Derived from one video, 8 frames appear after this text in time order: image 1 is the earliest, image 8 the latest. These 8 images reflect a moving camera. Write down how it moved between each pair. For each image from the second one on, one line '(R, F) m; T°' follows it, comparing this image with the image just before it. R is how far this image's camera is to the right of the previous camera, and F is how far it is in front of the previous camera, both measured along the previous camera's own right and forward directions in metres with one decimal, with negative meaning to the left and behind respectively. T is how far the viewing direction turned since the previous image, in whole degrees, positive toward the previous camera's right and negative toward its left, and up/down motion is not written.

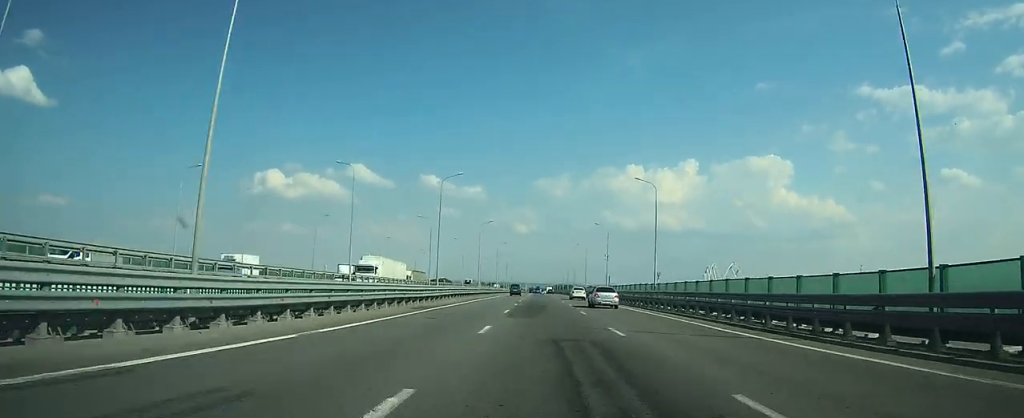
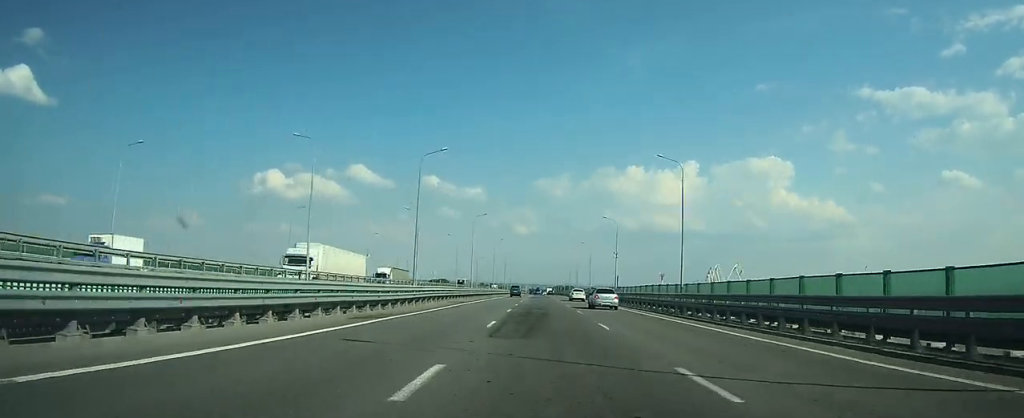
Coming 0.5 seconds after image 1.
(0.0, +9.0) m; 0°
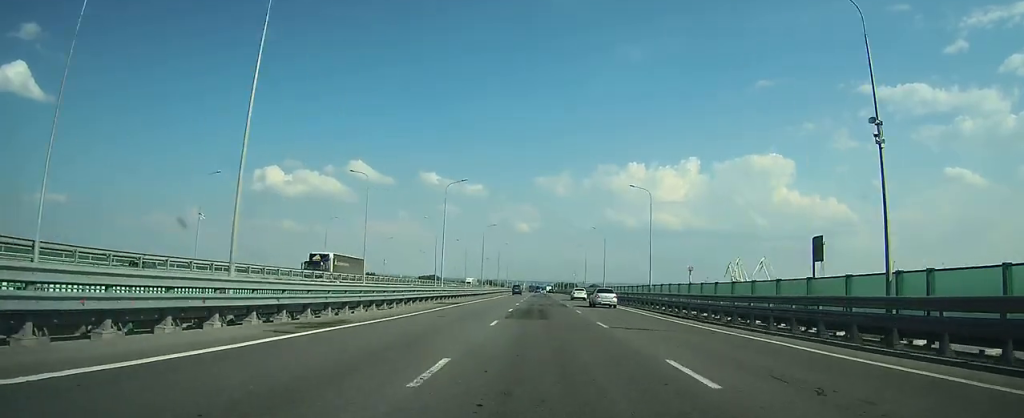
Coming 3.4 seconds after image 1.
(+0.2, +58.0) m; 0°
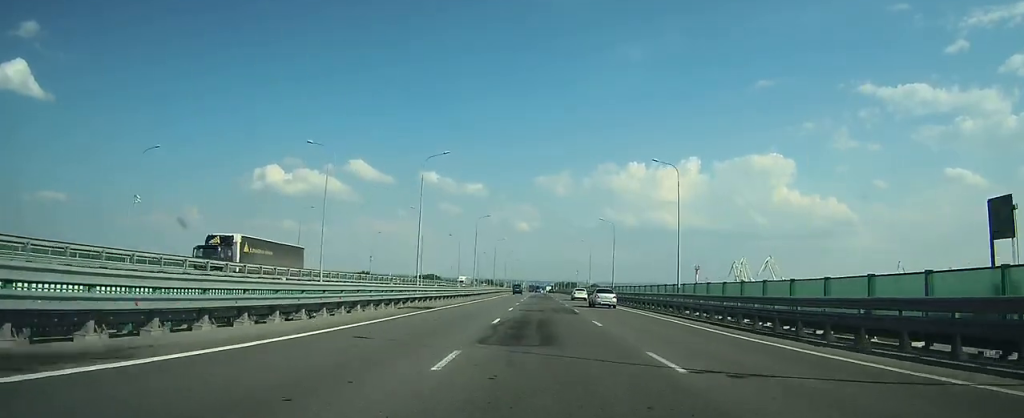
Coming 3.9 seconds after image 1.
(0.0, +10.3) m; 0°
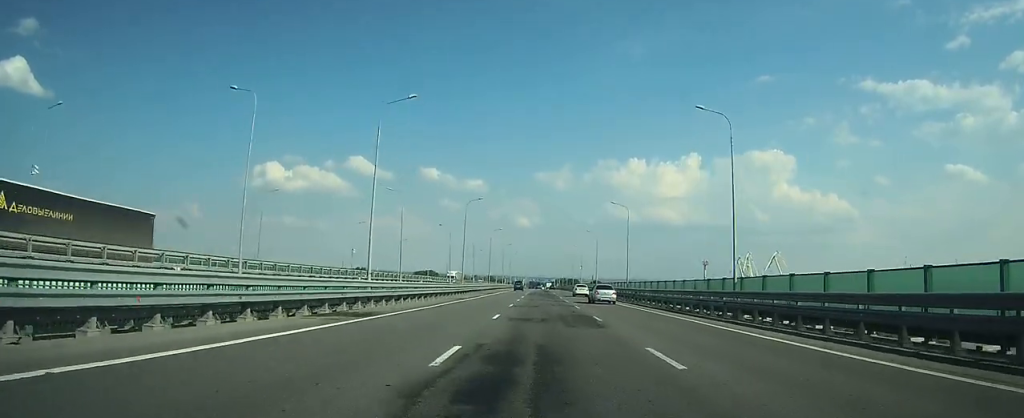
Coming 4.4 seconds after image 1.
(0.0, +11.7) m; 0°
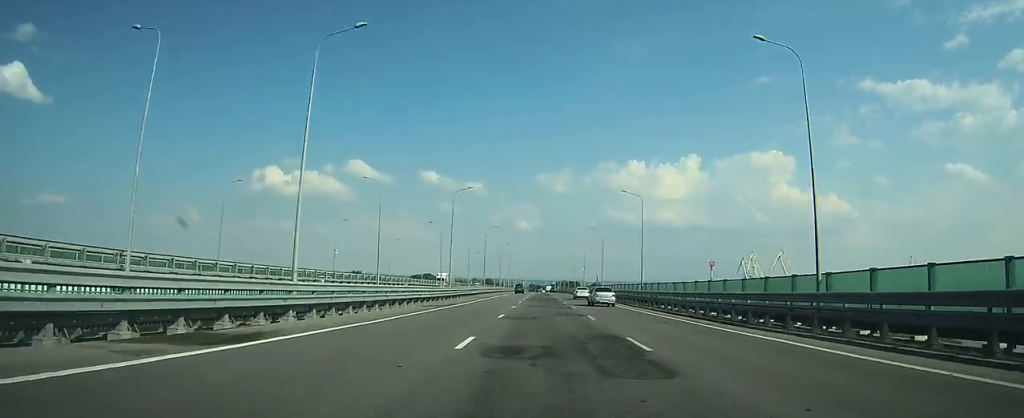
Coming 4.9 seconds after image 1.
(0.0, +9.0) m; 0°
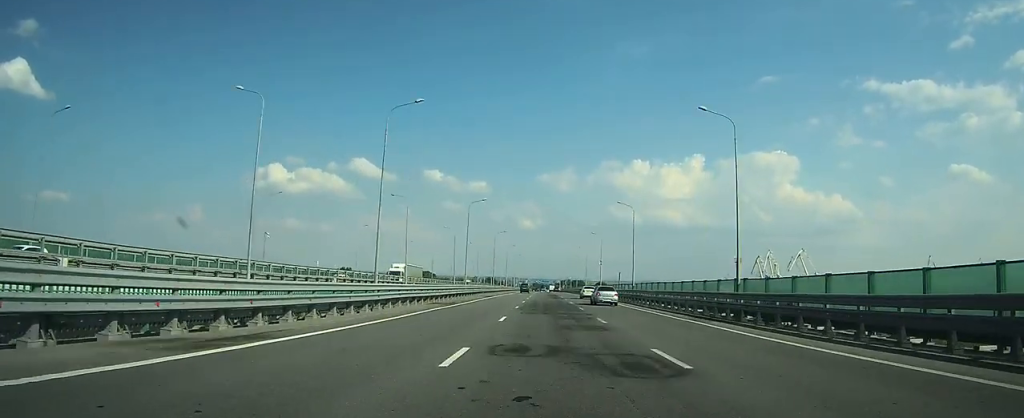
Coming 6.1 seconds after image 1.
(-0.1, +26.0) m; 0°
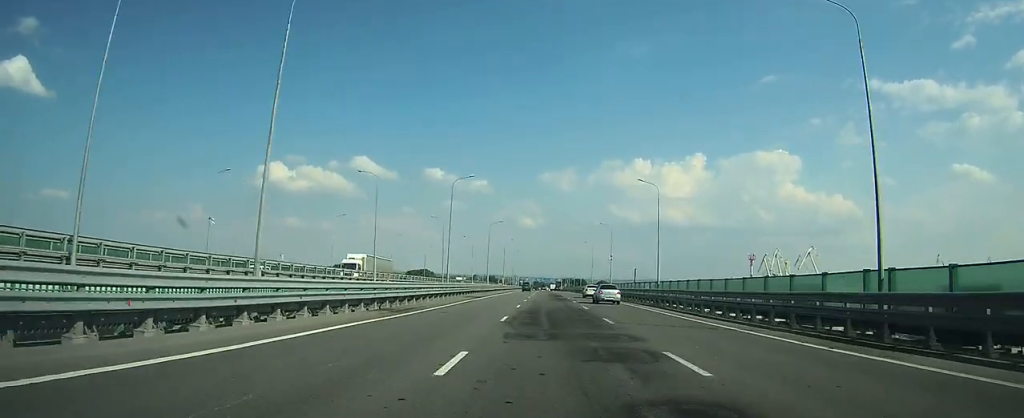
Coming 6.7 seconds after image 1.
(0.0, +12.8) m; 0°
